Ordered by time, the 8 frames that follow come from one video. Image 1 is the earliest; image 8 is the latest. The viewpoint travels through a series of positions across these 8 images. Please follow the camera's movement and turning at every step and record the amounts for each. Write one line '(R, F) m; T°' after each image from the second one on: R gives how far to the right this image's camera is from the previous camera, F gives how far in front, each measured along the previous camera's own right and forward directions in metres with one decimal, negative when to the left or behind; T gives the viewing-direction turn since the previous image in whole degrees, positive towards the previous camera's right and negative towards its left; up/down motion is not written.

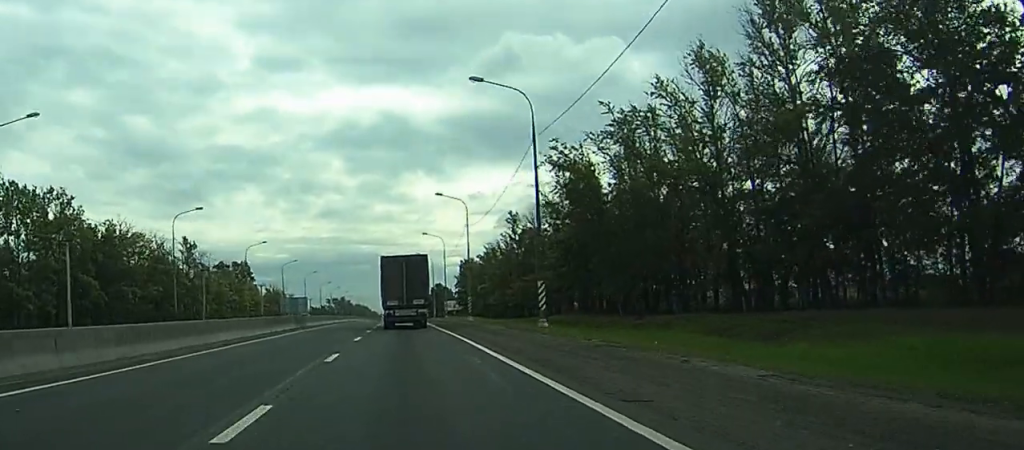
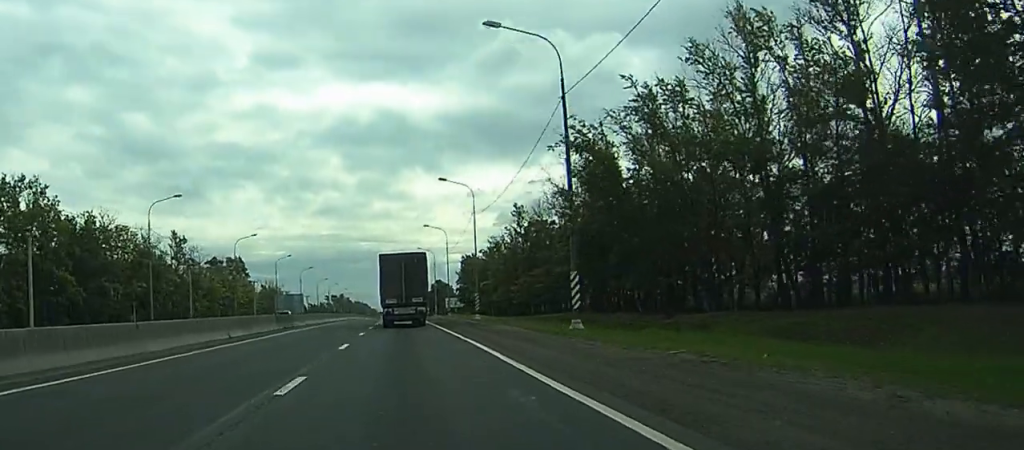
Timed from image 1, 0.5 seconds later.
(-0.1, +6.9) m; +1°
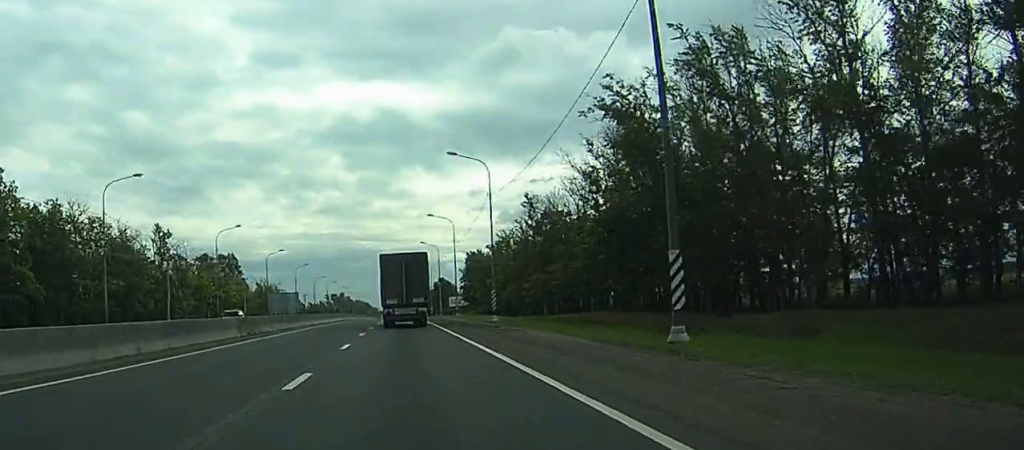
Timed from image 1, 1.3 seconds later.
(+0.2, +9.1) m; 0°
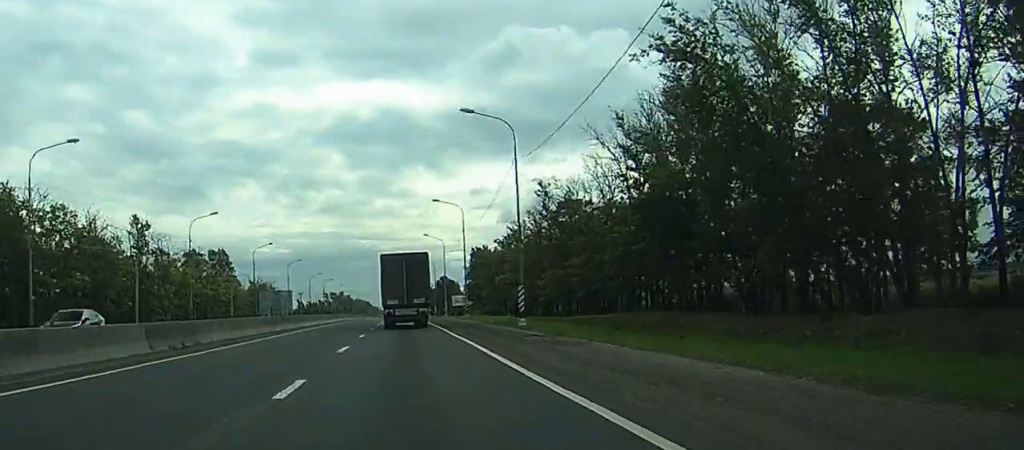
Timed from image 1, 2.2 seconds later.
(-0.1, +11.7) m; -1°
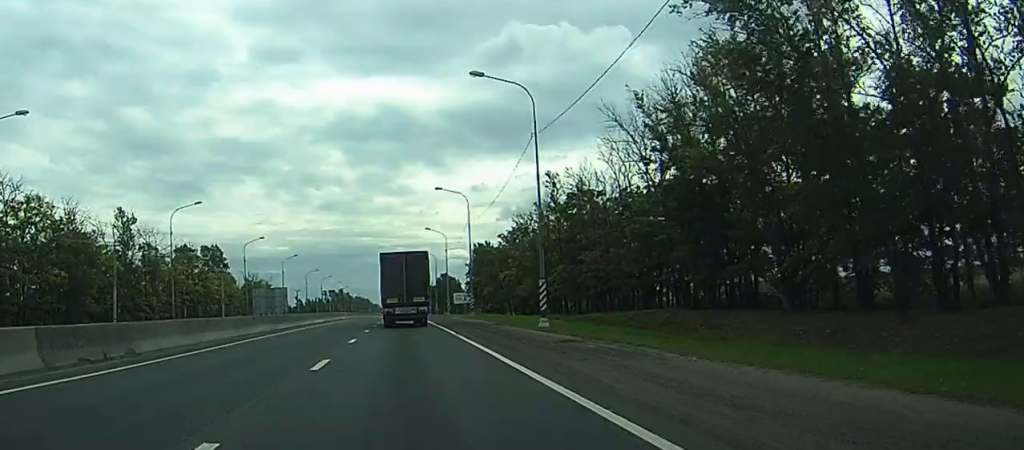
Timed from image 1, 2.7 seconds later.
(-0.1, +7.5) m; -1°
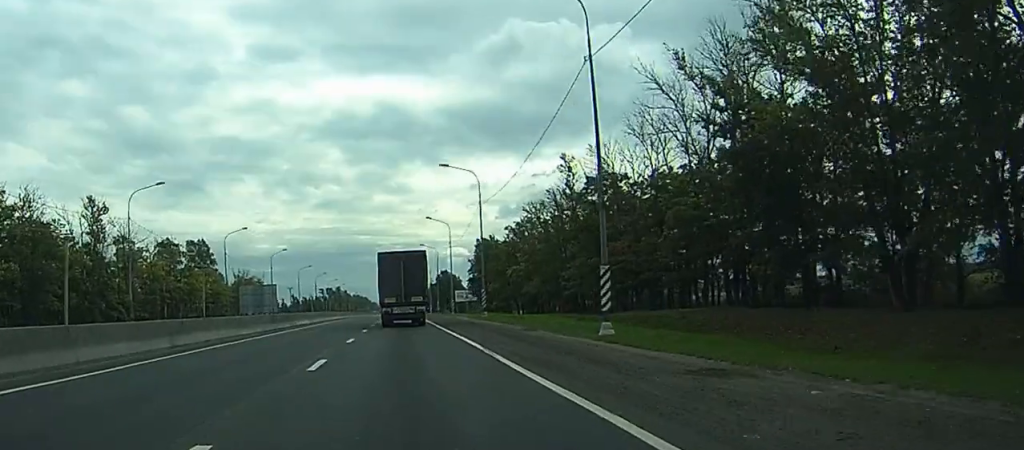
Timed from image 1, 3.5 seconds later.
(+0.1, +12.7) m; +1°
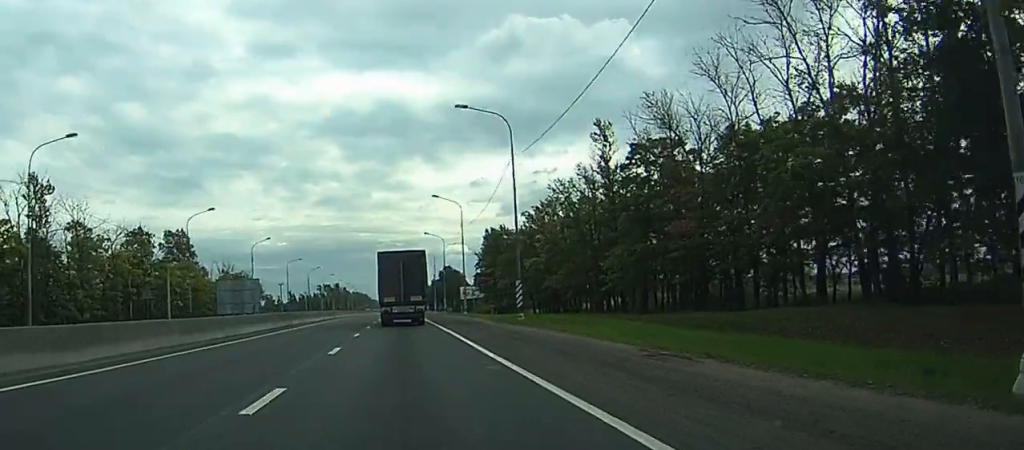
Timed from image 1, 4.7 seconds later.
(+0.5, +19.5) m; 0°
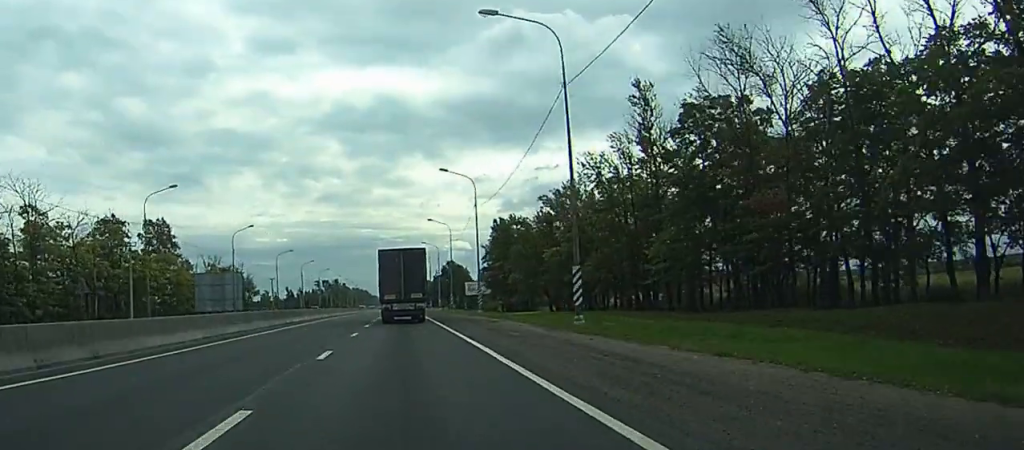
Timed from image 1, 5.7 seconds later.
(-0.6, +17.3) m; -1°
